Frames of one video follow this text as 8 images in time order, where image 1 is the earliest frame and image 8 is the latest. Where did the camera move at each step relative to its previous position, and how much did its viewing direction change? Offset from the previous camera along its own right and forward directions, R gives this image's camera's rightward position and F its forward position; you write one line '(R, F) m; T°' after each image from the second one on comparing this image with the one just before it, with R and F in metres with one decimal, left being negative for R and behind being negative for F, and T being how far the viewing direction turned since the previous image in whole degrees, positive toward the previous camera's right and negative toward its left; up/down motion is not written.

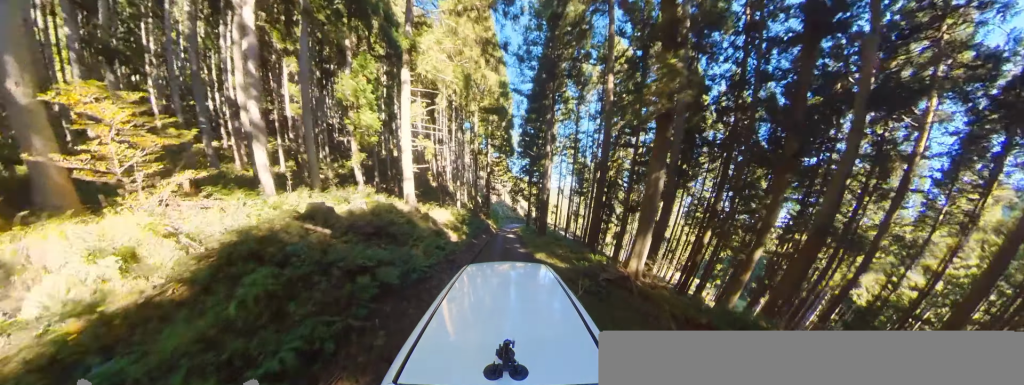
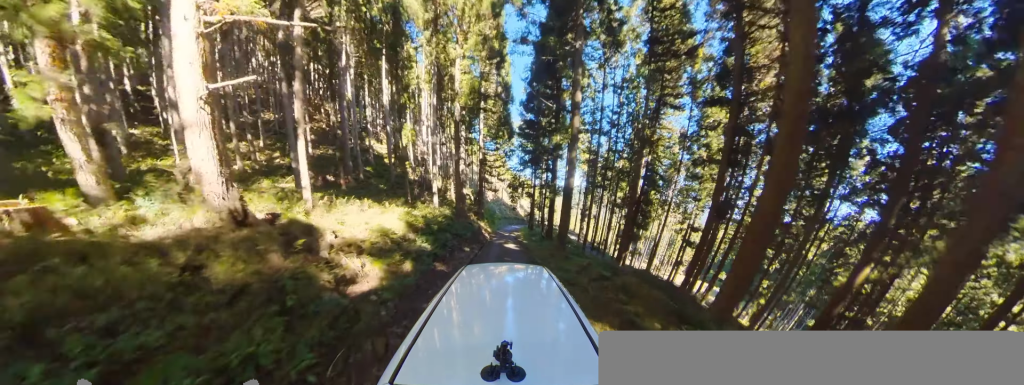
(-0.5, +6.9) m; 0°
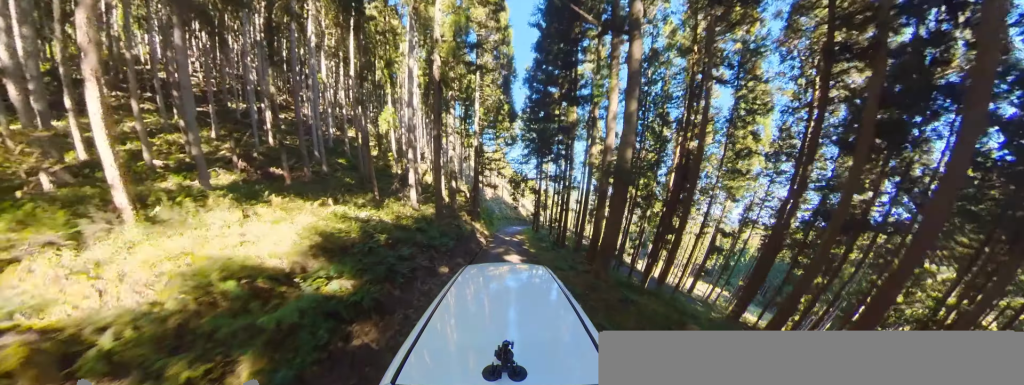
(+0.5, +4.1) m; +3°
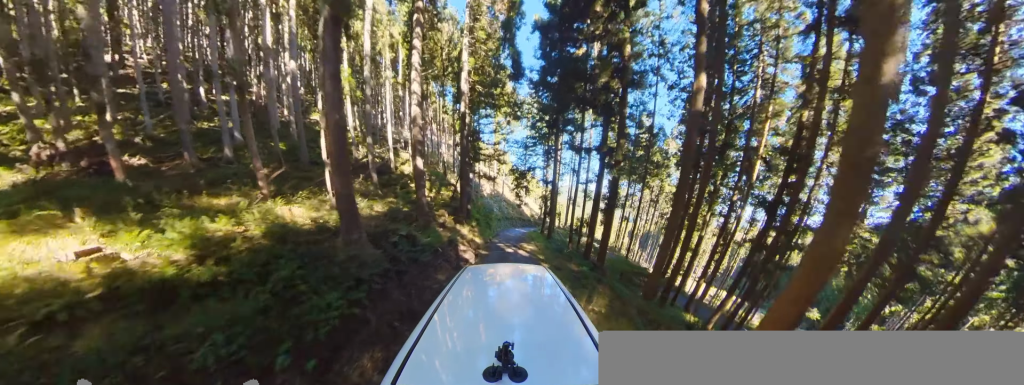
(-0.1, +5.9) m; +9°
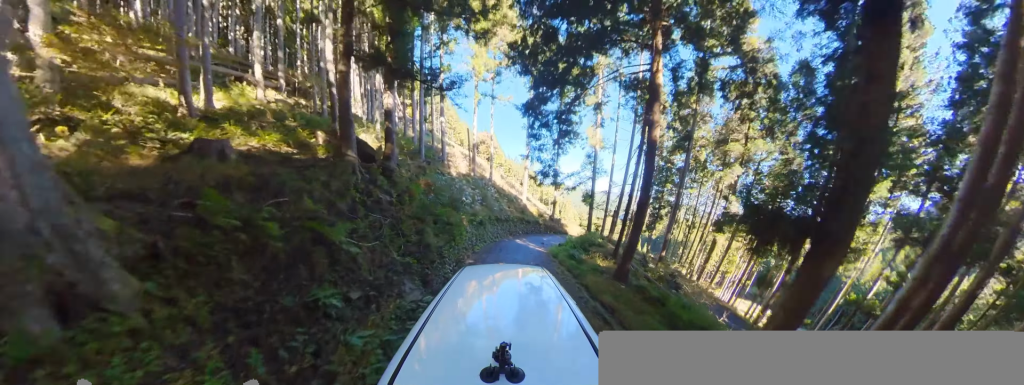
(+2.9, +13.6) m; +36°
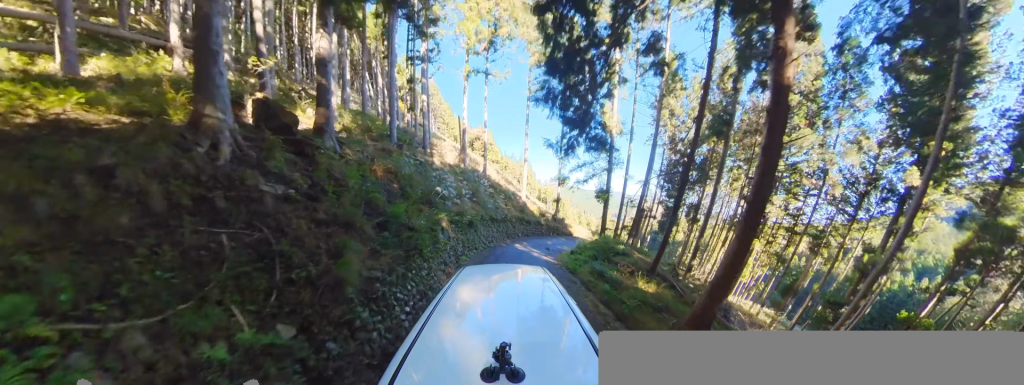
(+1.3, +2.0) m; +11°
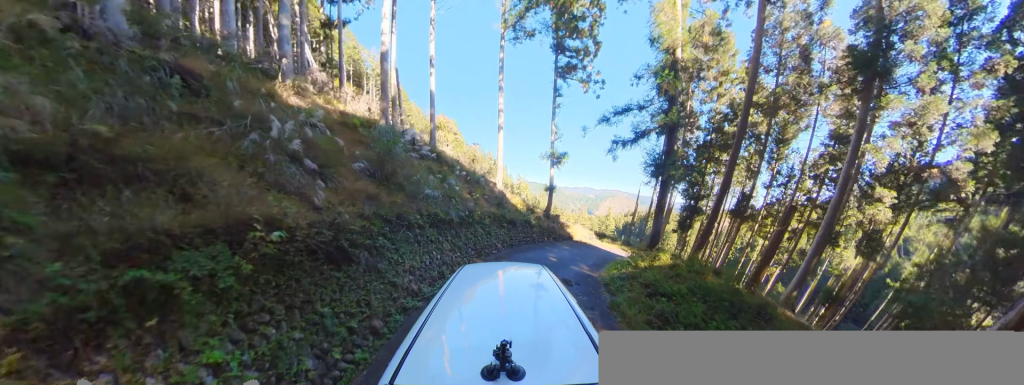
(+0.5, +5.4) m; +38°
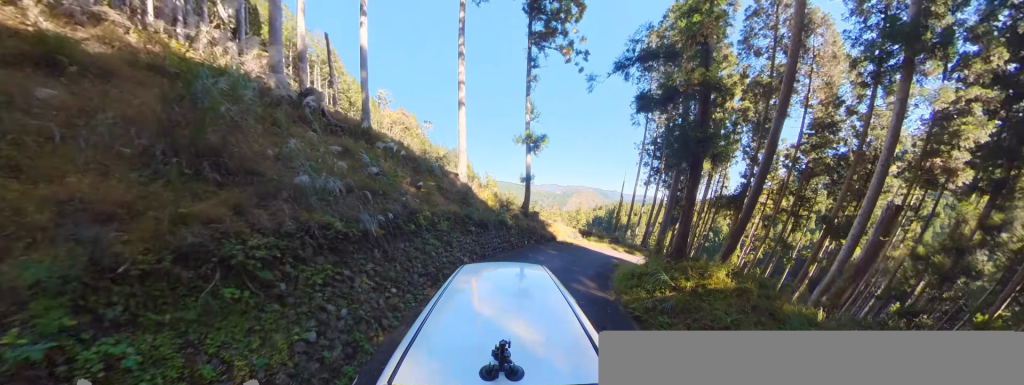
(+1.0, +2.8) m; +19°
